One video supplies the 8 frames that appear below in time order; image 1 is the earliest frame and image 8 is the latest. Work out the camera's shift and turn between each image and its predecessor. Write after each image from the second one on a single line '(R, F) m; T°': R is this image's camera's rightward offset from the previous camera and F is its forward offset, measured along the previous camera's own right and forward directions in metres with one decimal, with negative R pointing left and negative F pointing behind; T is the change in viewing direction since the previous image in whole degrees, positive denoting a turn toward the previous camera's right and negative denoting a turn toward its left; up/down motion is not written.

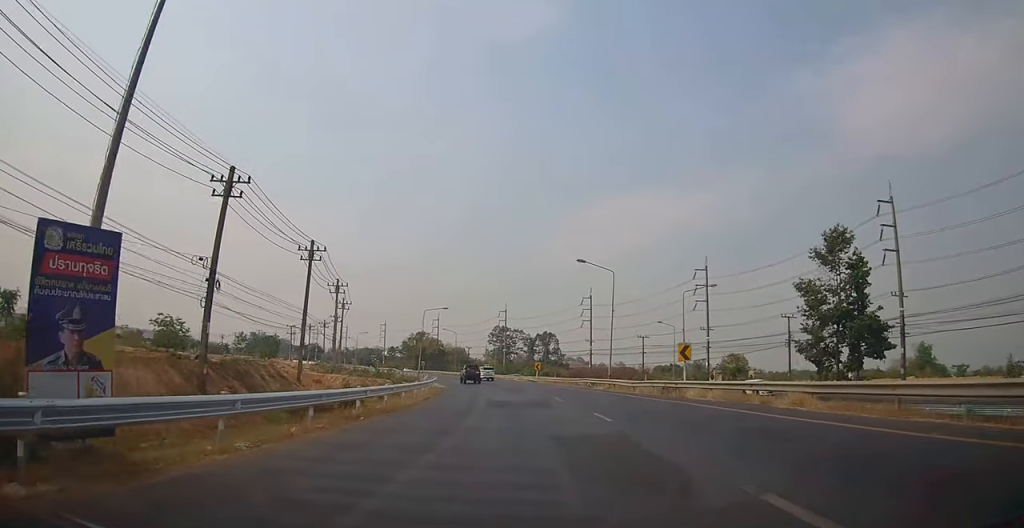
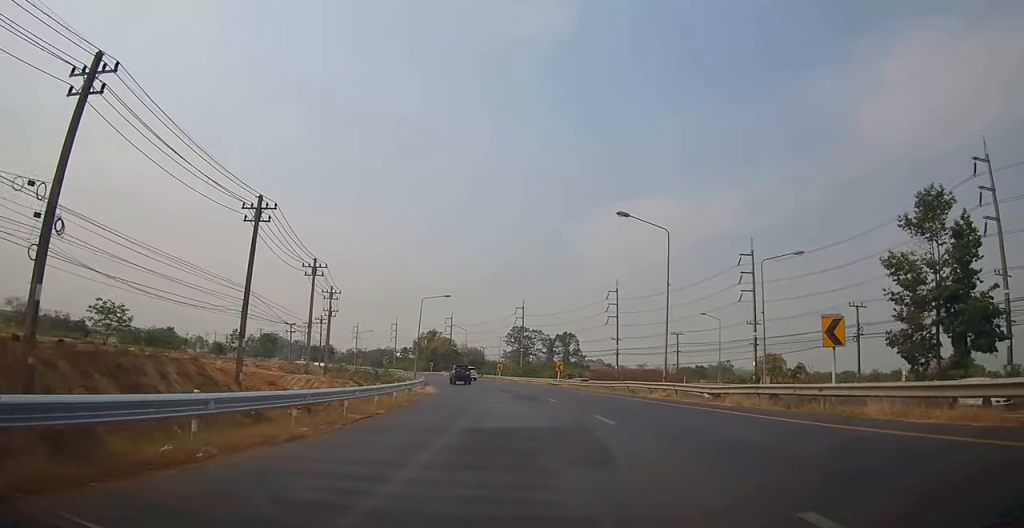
(+0.7, +13.8) m; +3°
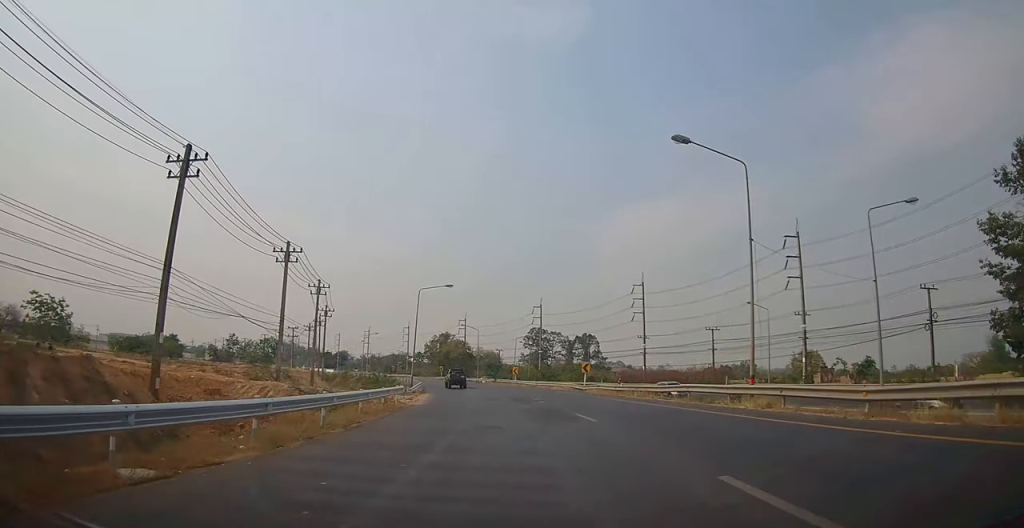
(+0.4, +11.1) m; 0°
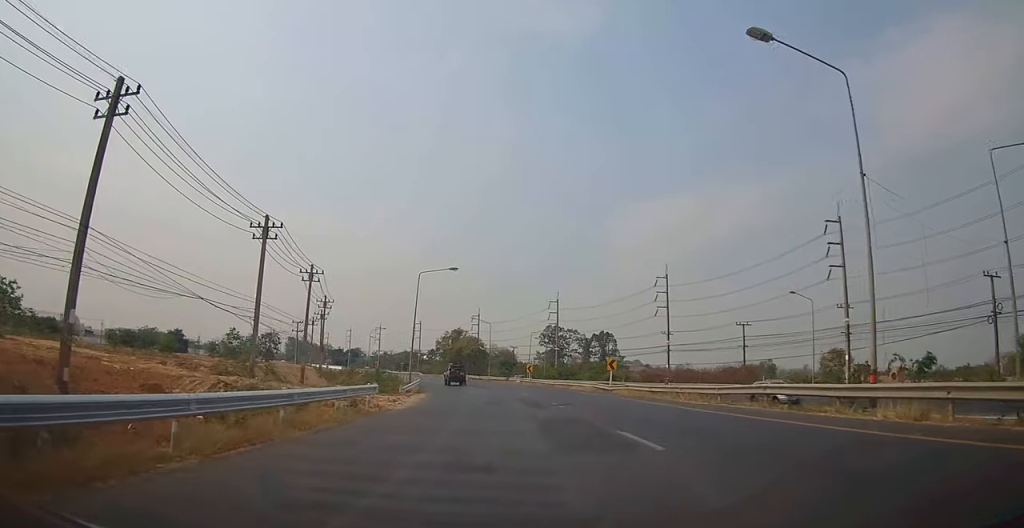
(-0.1, +7.6) m; -3°
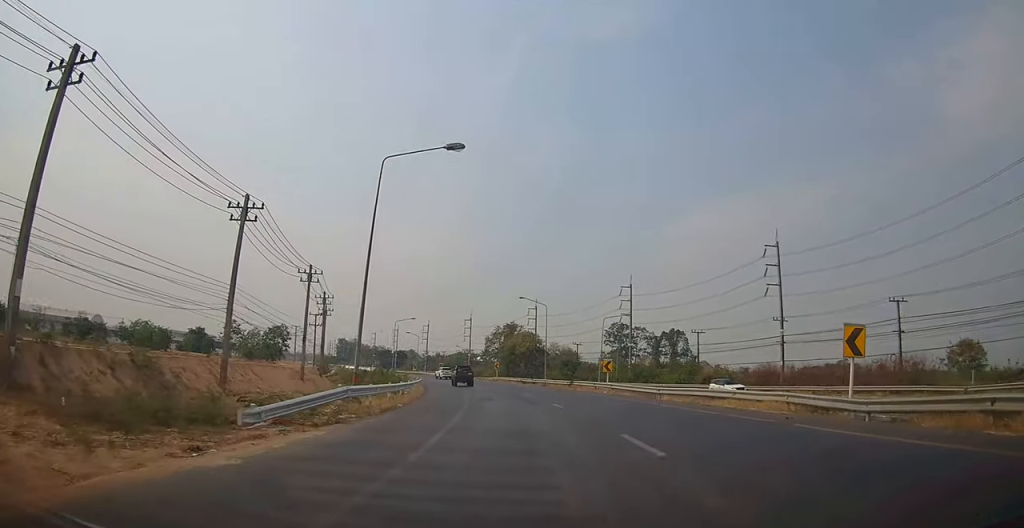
(-2.8, +27.6) m; -11°
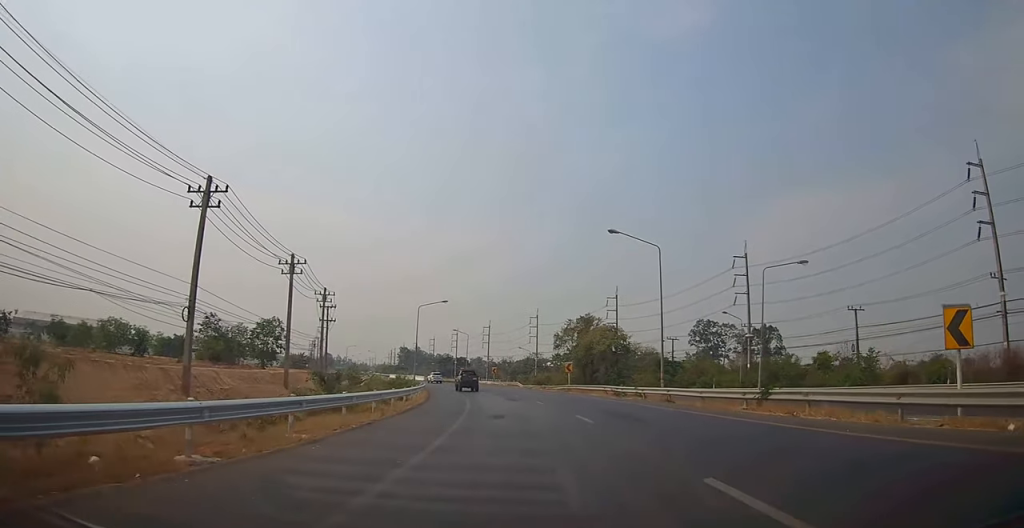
(-1.5, +33.0) m; -4°
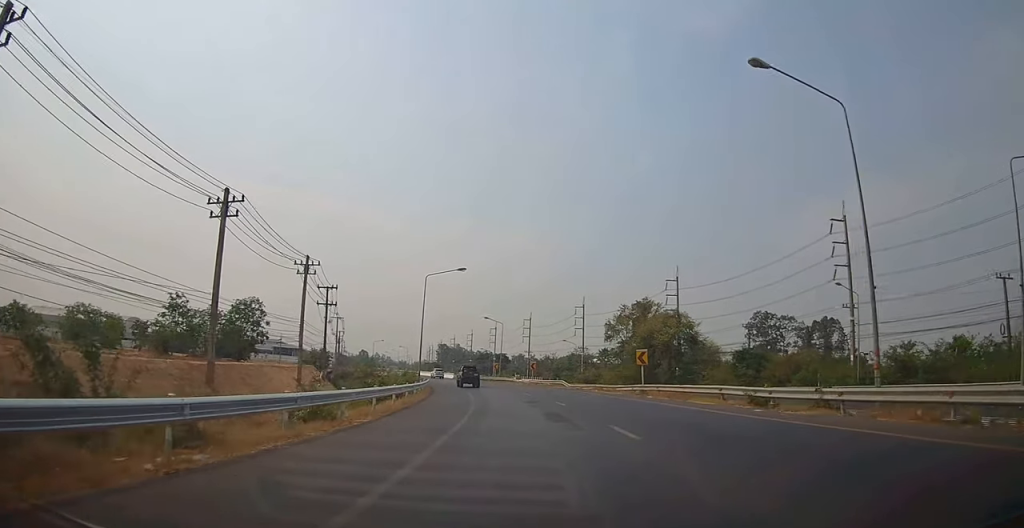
(-0.8, +19.6) m; -6°
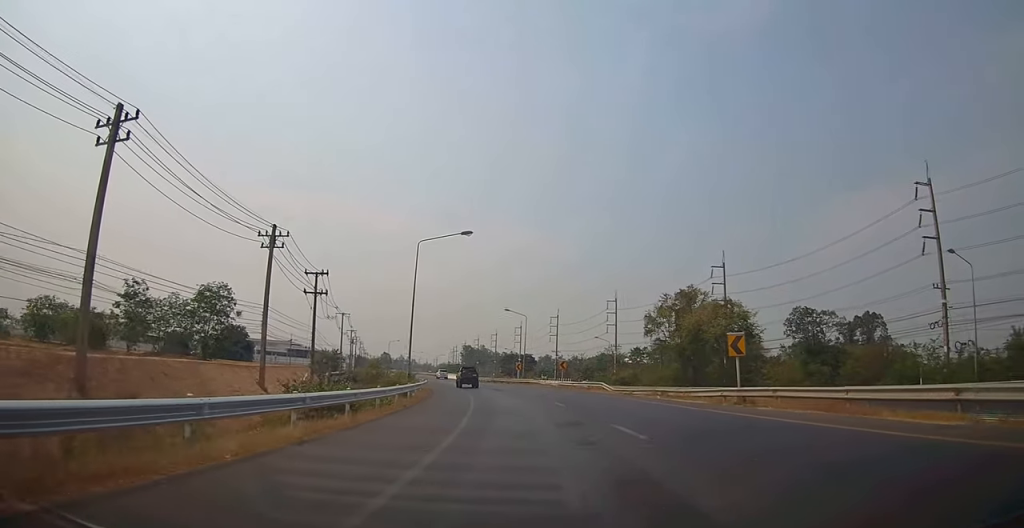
(-0.8, +13.3) m; -4°
